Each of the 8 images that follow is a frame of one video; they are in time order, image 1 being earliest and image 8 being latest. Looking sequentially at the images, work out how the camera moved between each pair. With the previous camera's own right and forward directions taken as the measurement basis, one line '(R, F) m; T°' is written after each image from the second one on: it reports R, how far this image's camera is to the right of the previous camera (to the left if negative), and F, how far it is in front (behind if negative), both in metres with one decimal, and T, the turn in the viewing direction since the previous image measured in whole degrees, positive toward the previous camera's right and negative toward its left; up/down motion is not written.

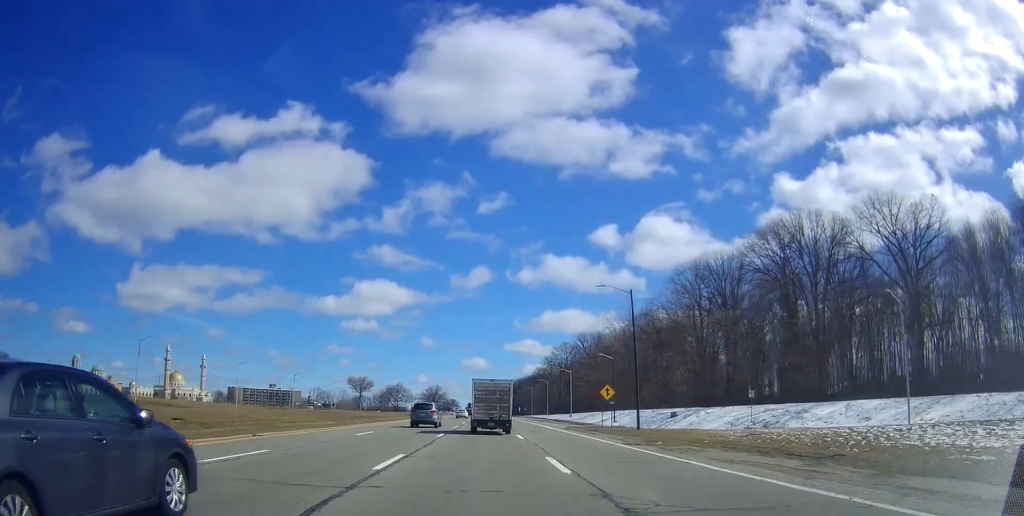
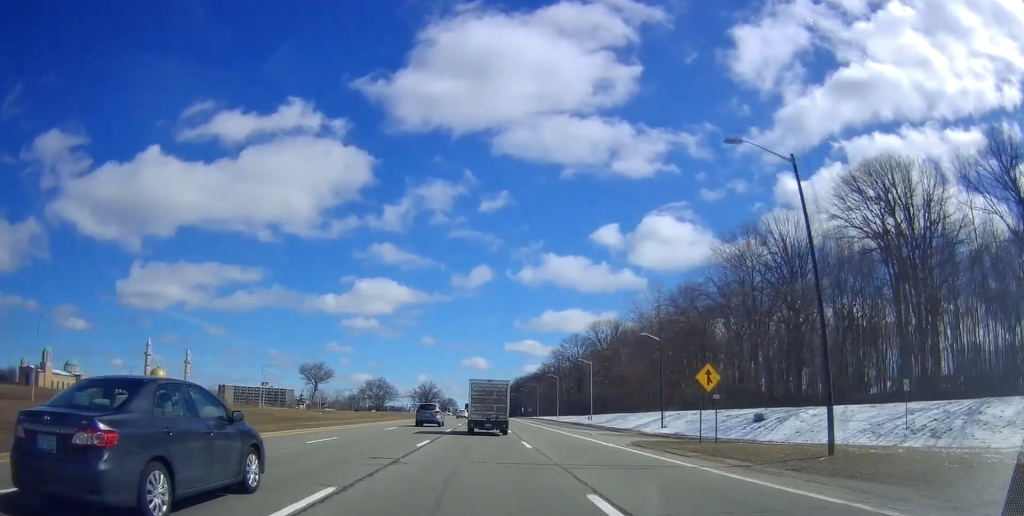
(0.0, +20.1) m; 0°
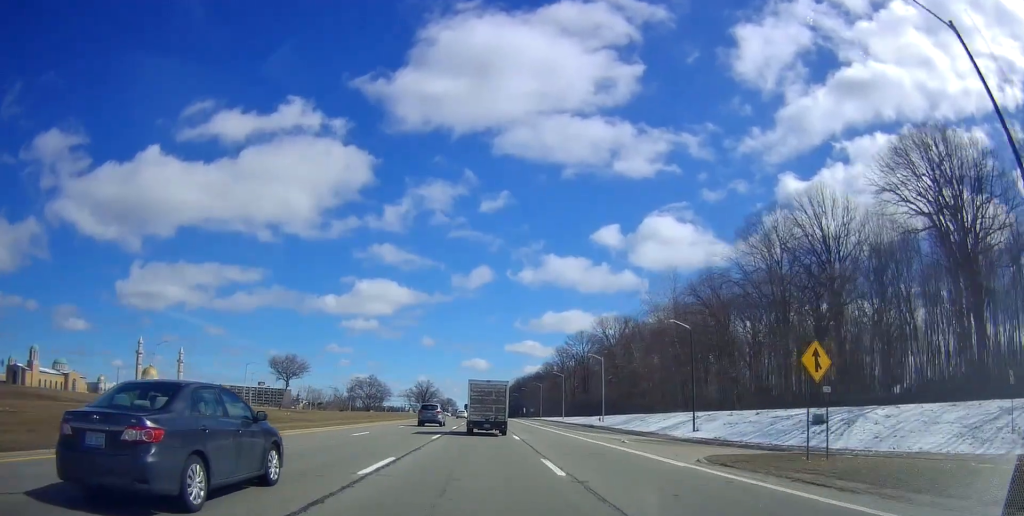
(+0.1, +8.3) m; 0°
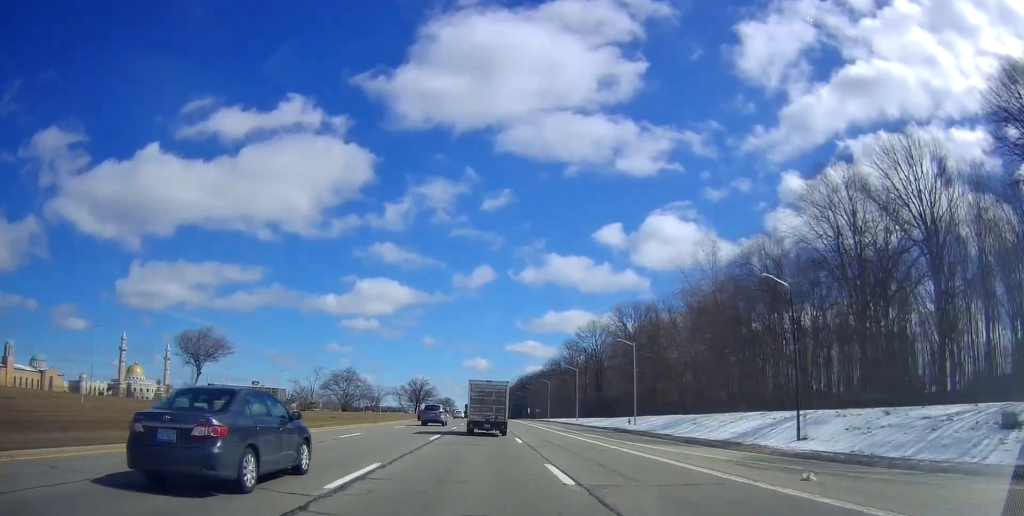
(-0.2, +14.6) m; -1°
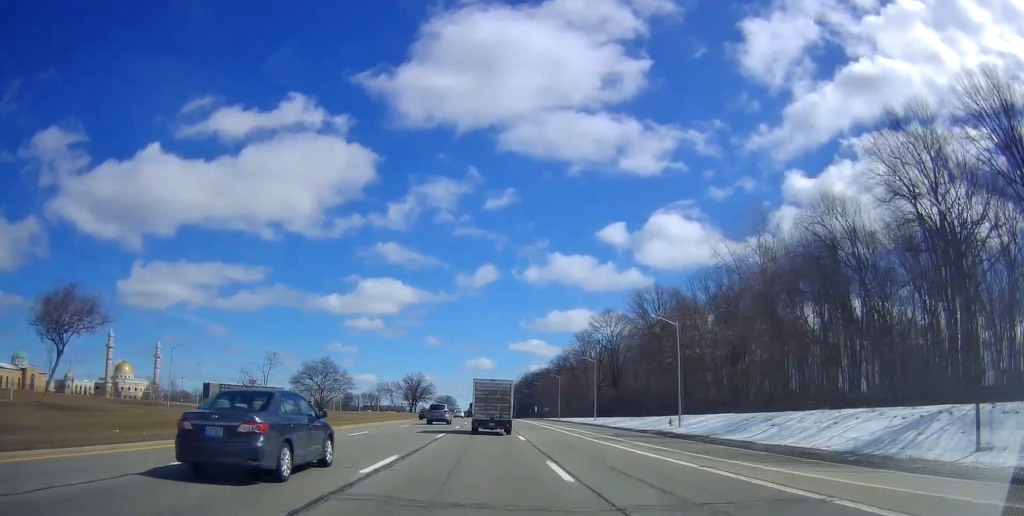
(-0.1, +11.8) m; -1°
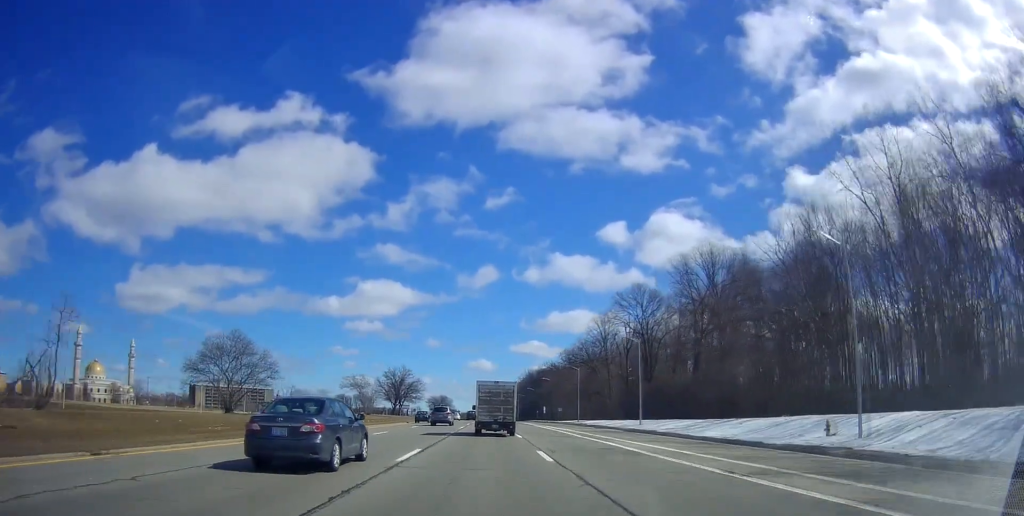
(-0.1, +22.7) m; 0°
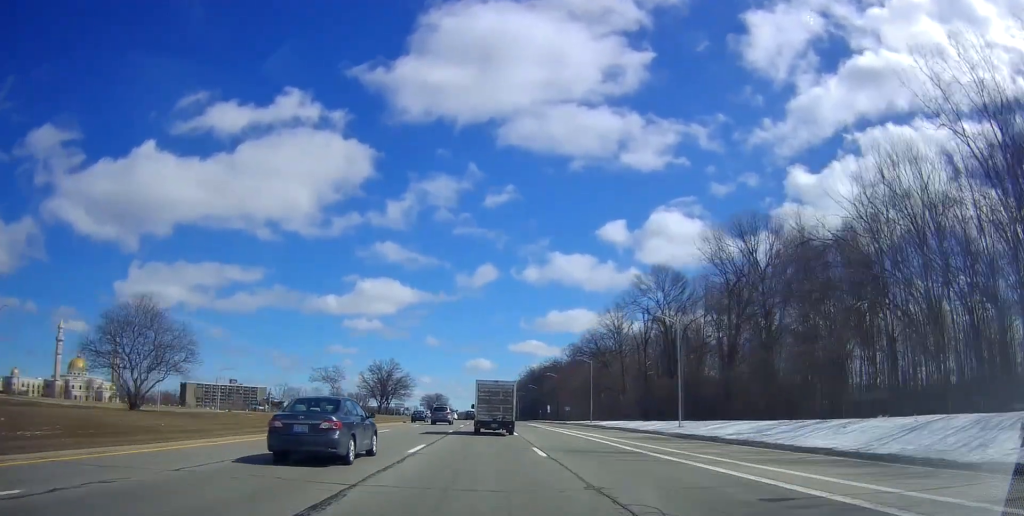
(0.0, +12.5) m; 0°
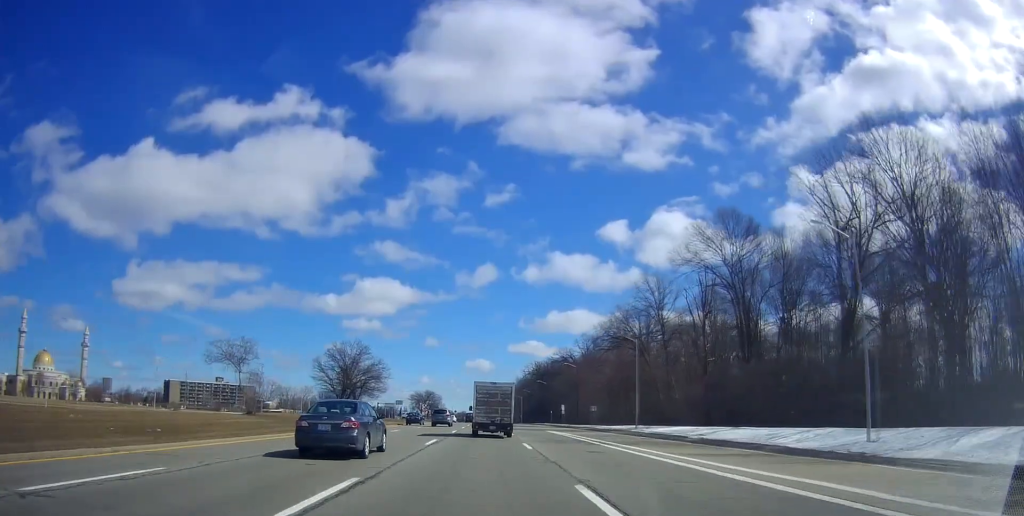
(+0.1, +26.3) m; +1°
